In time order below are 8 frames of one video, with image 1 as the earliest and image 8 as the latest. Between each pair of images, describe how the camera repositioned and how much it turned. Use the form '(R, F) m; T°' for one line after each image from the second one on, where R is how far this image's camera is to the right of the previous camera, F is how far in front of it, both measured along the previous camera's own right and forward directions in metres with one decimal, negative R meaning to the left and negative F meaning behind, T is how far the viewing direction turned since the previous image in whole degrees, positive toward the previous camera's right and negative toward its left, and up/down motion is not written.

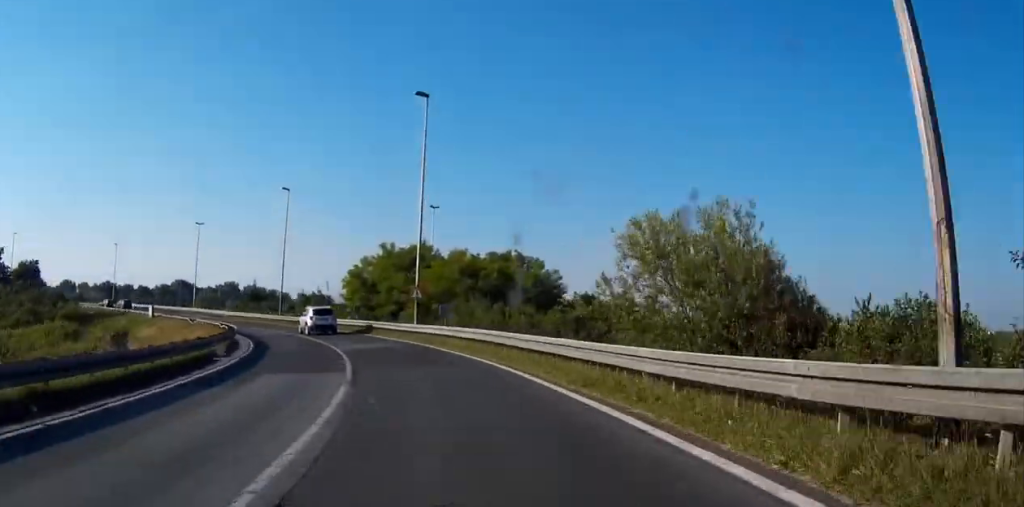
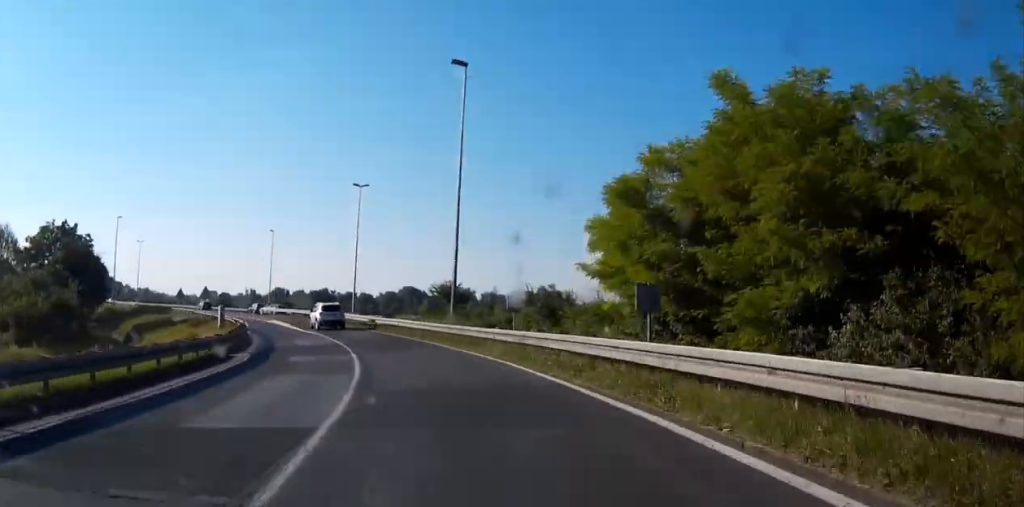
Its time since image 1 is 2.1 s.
(-6.4, +37.6) m; -16°
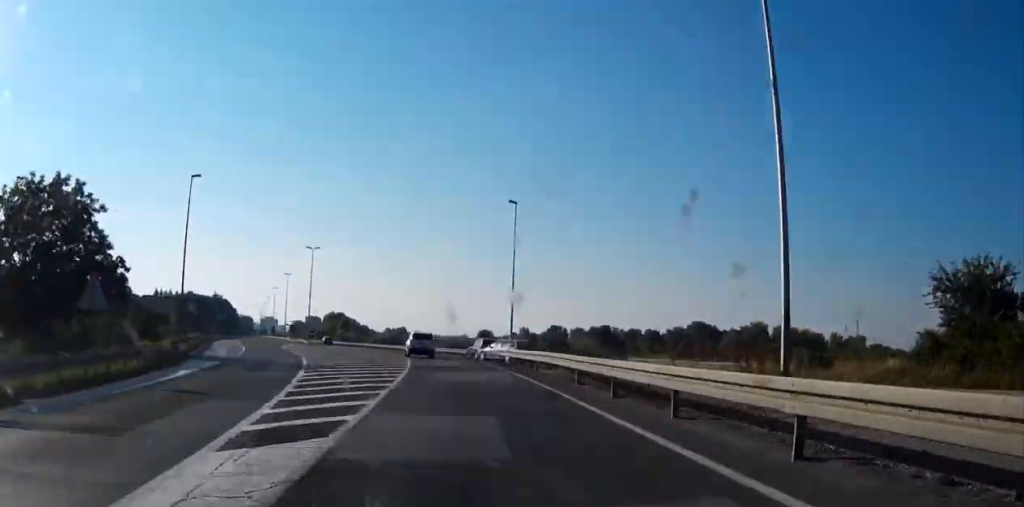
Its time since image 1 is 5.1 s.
(-9.7, +55.8) m; -15°
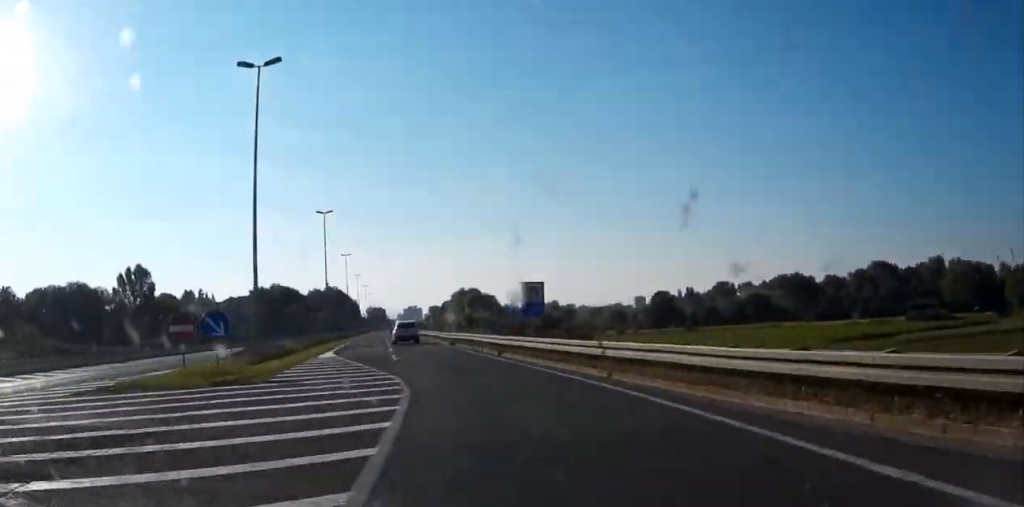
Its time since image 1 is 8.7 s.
(-7.5, +72.4) m; -11°
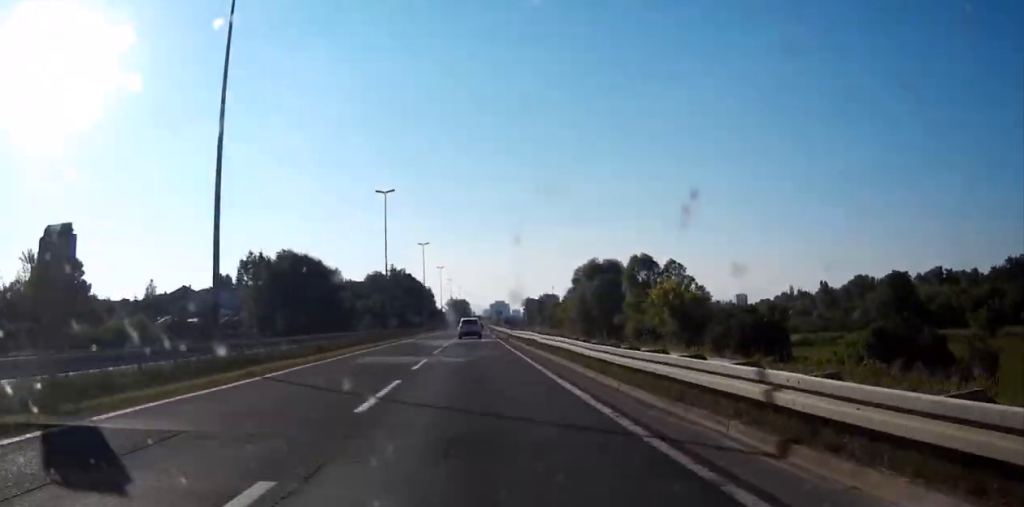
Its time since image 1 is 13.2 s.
(-5.7, +98.7) m; -3°
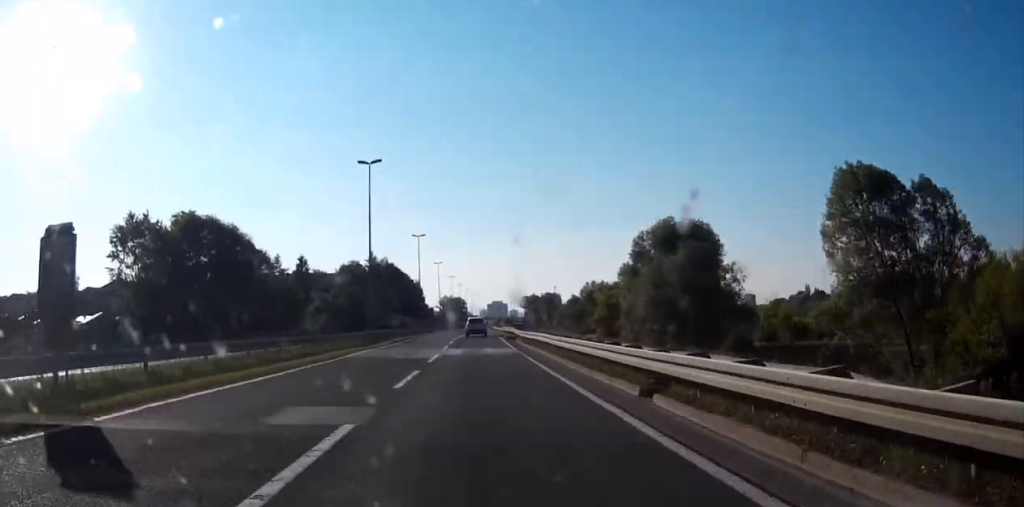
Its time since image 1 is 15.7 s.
(+0.1, +57.3) m; 0°
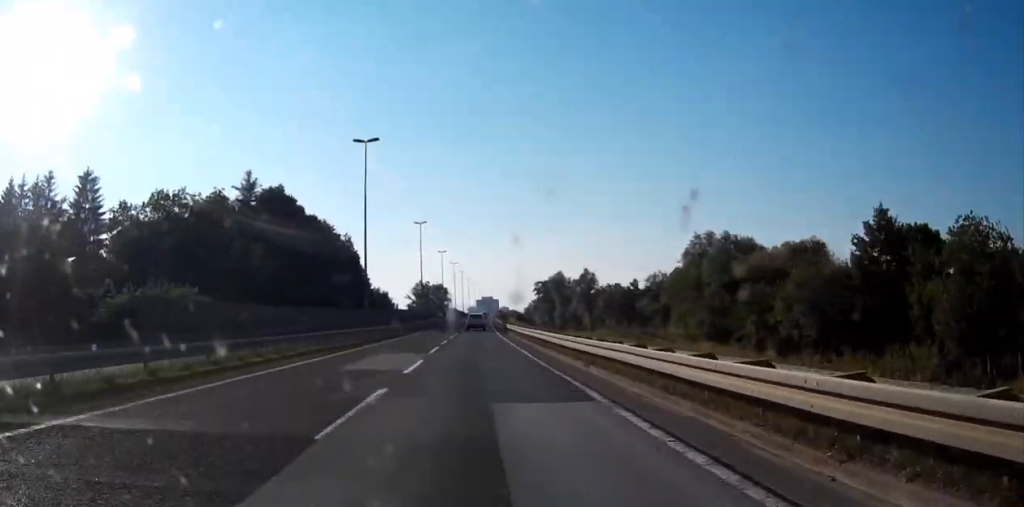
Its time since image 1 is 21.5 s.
(+1.6, +137.8) m; +1°
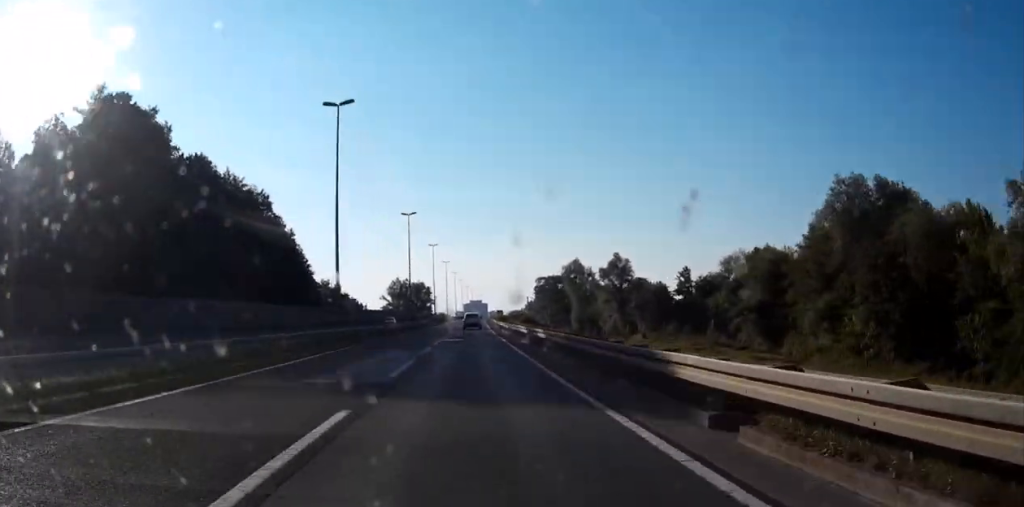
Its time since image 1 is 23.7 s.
(+0.3, +53.2) m; +1°
